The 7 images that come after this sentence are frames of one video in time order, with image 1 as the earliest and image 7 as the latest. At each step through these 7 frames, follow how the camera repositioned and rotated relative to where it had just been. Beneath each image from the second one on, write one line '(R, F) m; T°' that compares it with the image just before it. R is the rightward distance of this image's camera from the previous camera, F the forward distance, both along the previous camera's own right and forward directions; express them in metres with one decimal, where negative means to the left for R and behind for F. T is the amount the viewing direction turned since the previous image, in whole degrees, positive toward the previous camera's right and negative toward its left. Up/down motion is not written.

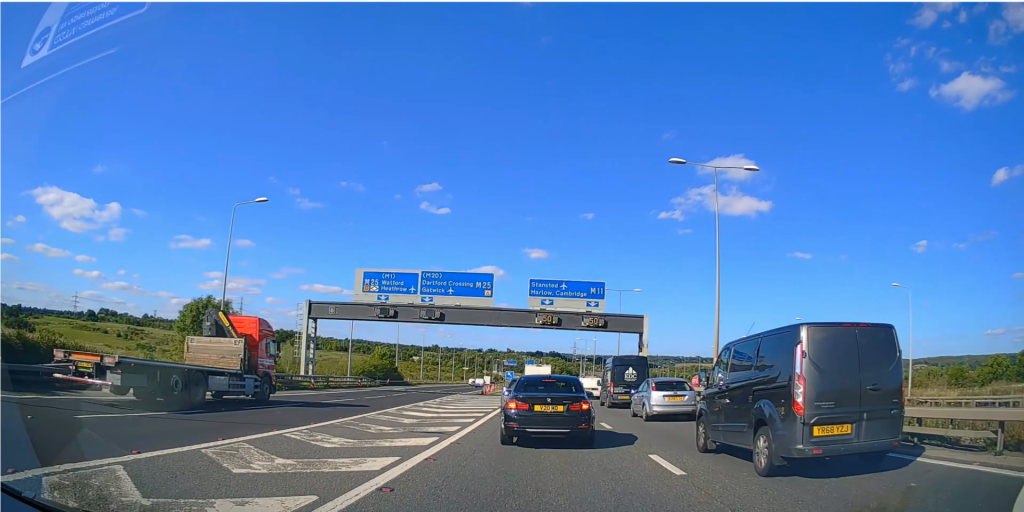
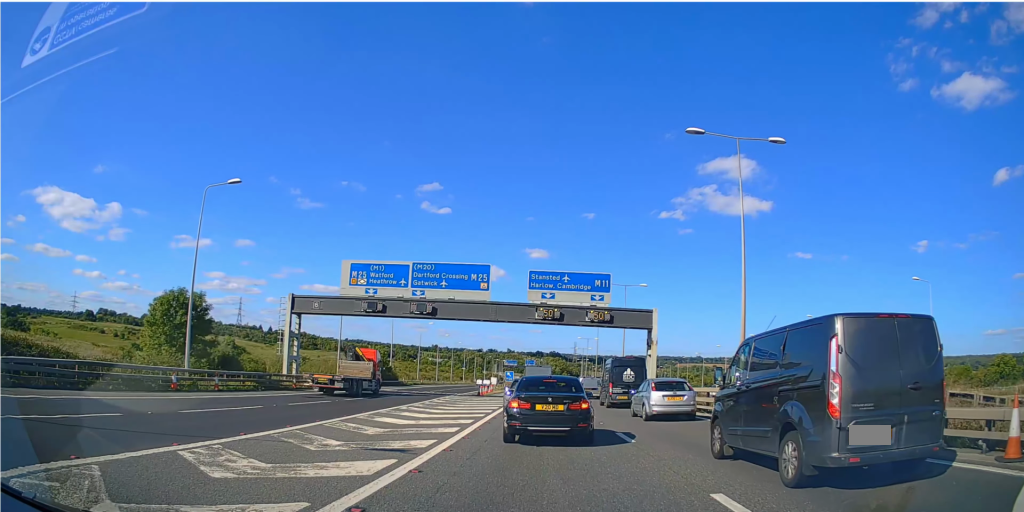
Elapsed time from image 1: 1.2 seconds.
(-0.1, +3.9) m; -1°
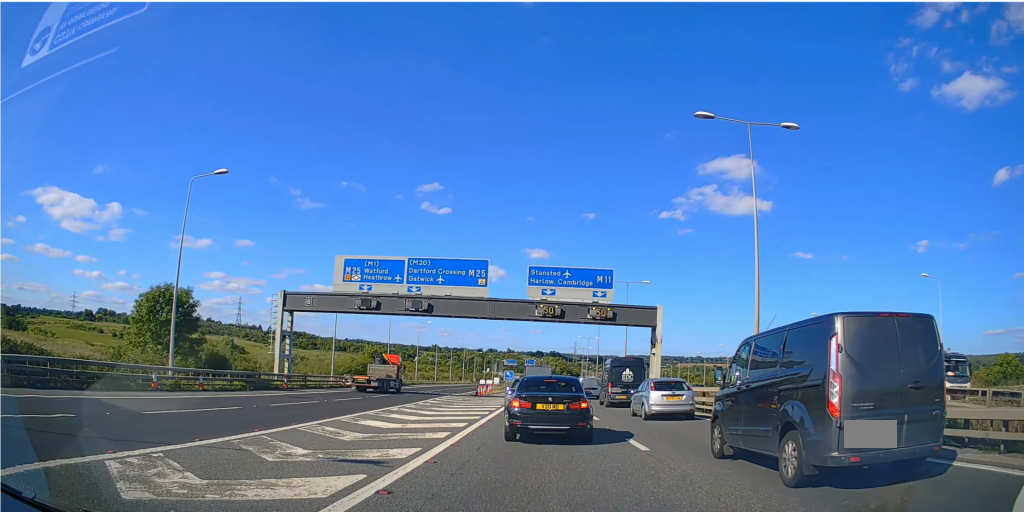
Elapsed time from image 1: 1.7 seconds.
(0.0, +1.8) m; 0°
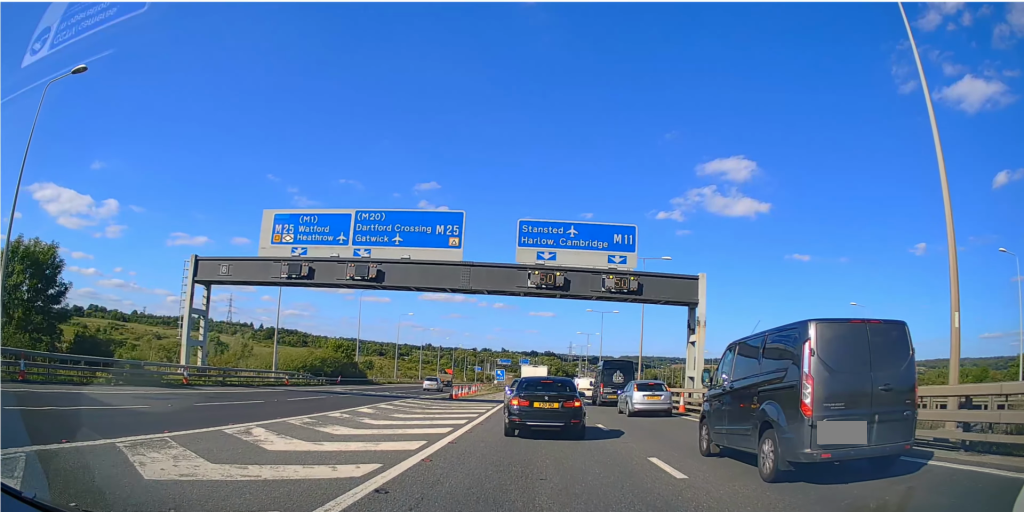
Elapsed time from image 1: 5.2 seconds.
(+0.3, +12.8) m; +3°
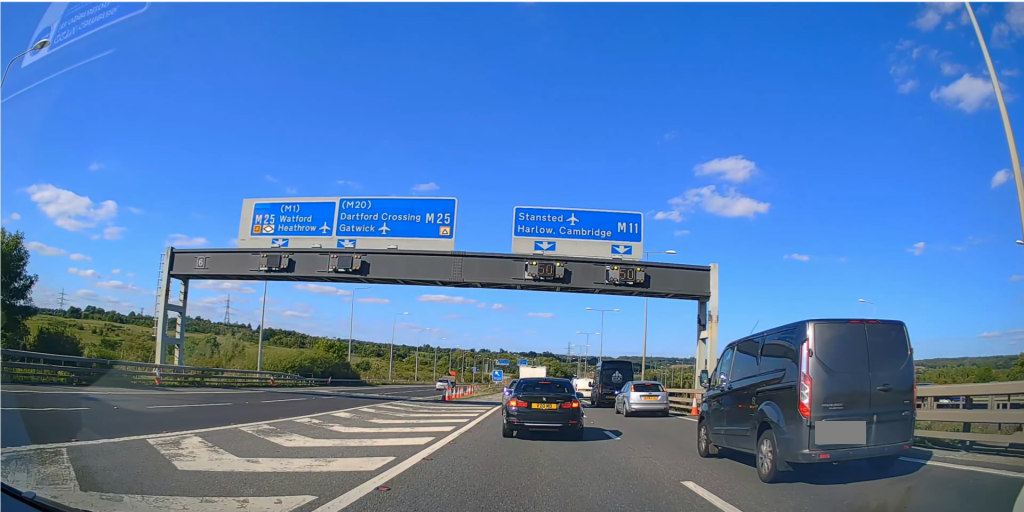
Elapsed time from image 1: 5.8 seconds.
(0.0, +2.4) m; 0°
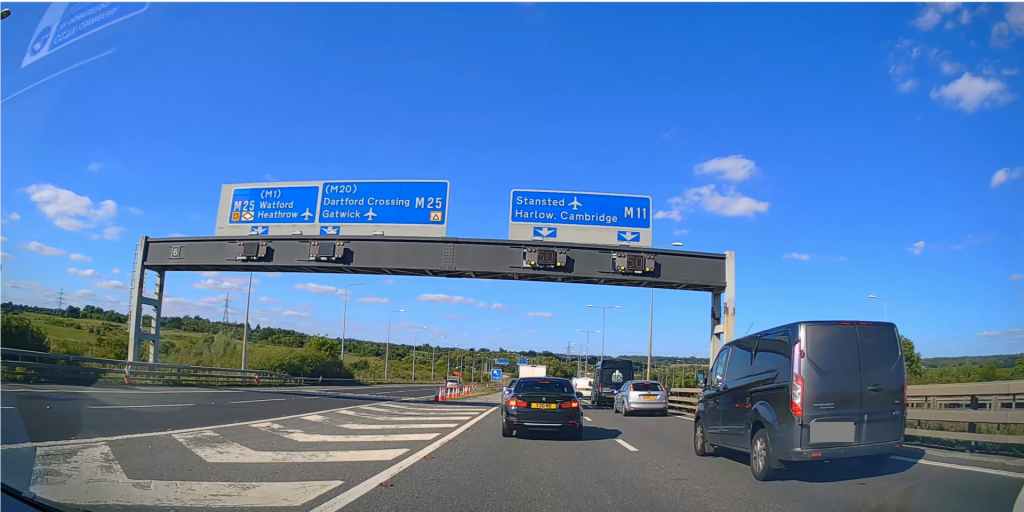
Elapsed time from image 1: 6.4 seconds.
(0.0, +2.5) m; -1°
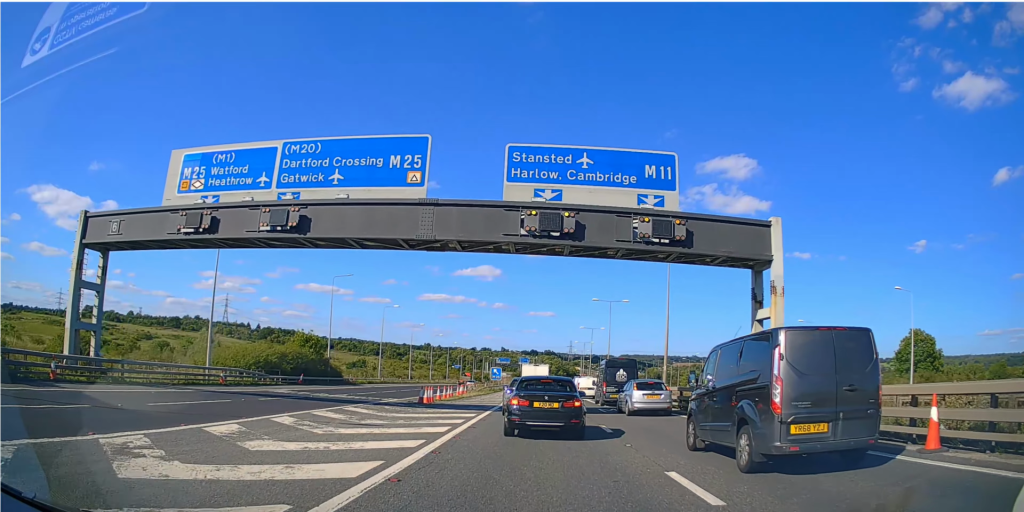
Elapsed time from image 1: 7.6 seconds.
(-0.1, +5.2) m; -2°
